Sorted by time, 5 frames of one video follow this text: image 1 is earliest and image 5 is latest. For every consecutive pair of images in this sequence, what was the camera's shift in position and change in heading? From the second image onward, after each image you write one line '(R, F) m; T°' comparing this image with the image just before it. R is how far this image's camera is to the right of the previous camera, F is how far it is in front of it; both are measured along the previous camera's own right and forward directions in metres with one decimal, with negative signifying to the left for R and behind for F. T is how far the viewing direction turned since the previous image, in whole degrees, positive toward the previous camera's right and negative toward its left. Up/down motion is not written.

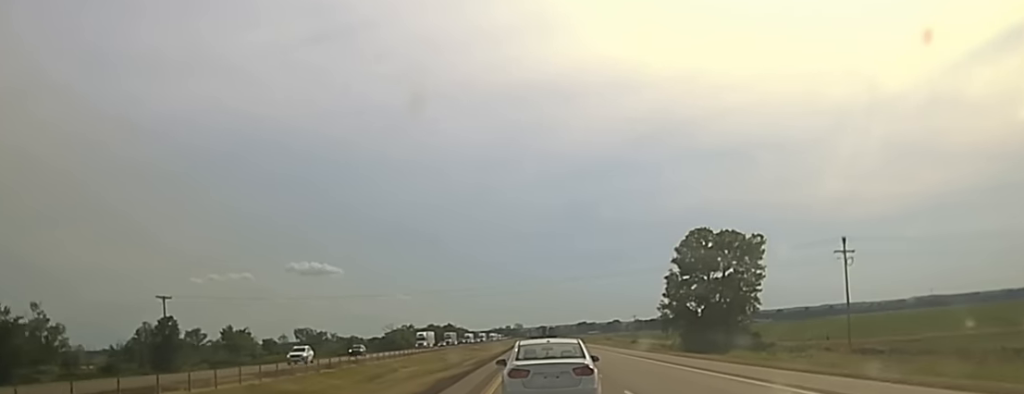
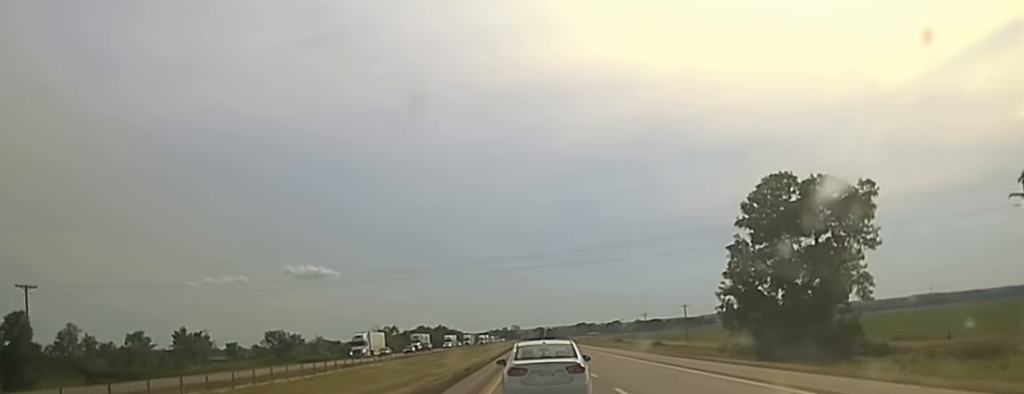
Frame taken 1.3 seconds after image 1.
(+0.3, +46.0) m; +1°
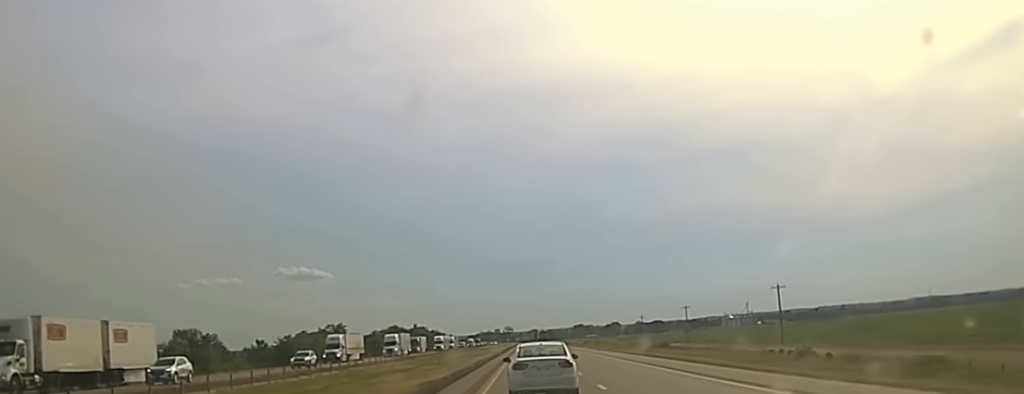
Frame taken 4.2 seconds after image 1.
(-0.7, +101.2) m; 0°
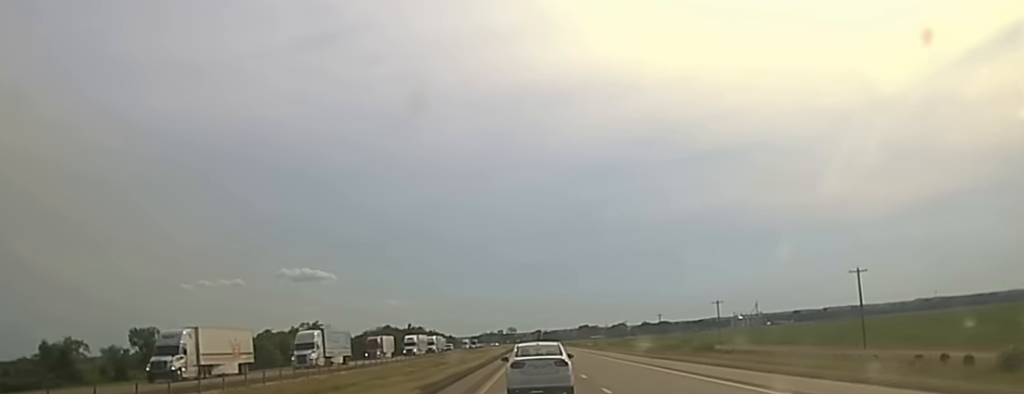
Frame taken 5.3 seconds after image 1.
(+0.3, +38.6) m; 0°
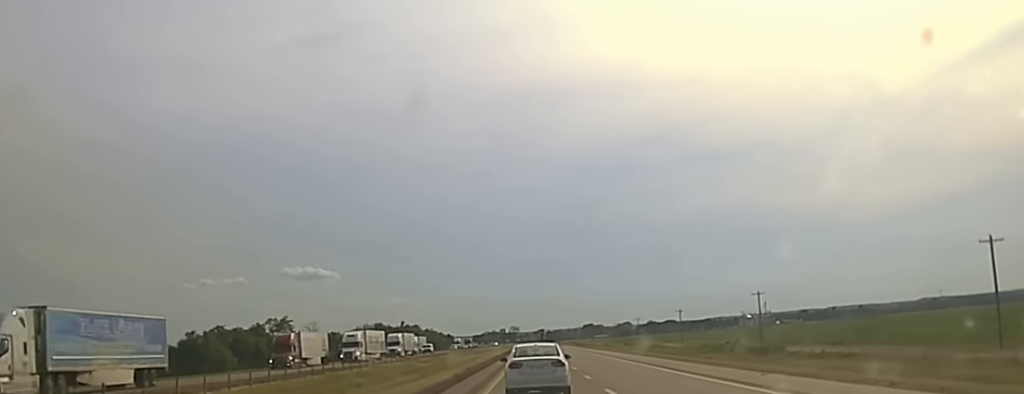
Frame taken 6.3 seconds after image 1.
(-0.2, +34.9) m; 0°
